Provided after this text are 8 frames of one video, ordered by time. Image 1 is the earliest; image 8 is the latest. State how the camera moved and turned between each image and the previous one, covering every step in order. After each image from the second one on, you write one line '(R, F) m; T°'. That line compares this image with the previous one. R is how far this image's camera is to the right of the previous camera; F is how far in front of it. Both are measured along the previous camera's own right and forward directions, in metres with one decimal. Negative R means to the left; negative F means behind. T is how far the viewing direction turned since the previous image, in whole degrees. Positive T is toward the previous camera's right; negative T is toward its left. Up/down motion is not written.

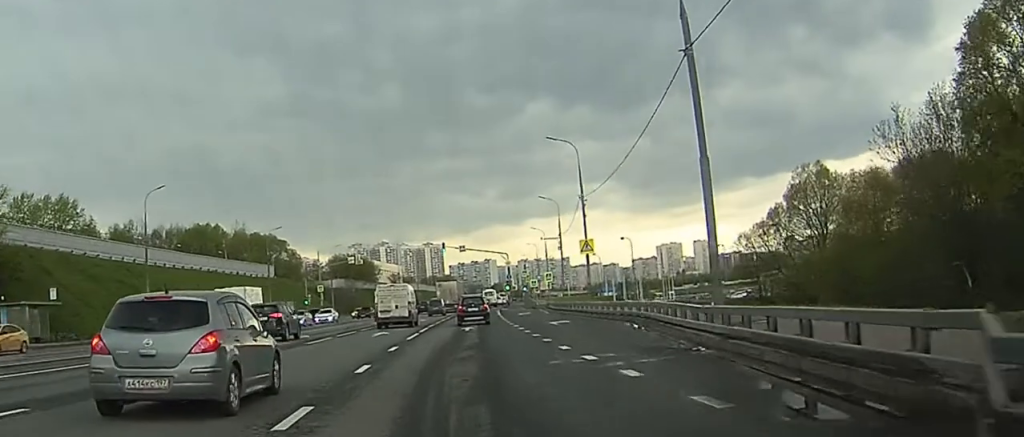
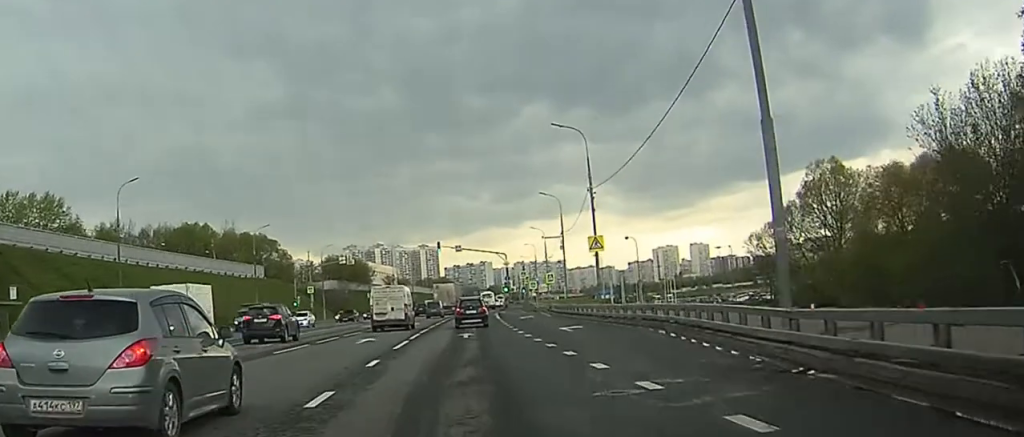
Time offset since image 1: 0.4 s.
(0.0, +5.7) m; 0°
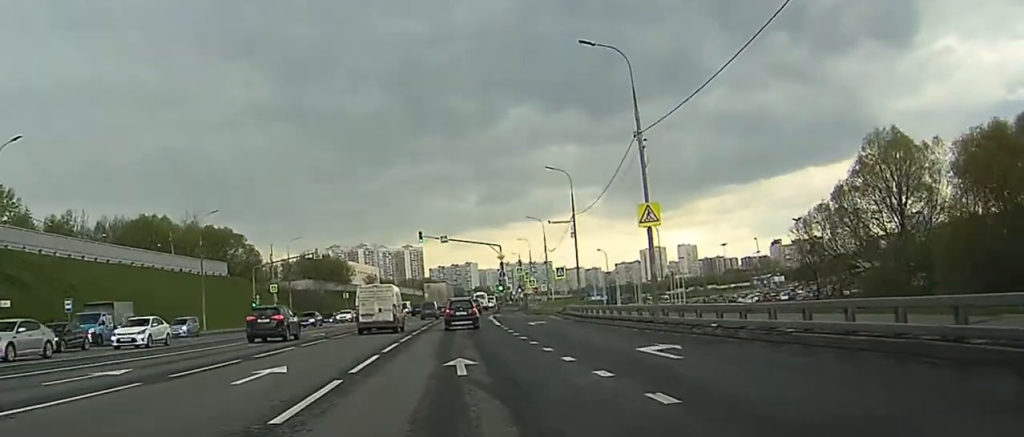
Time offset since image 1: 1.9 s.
(+0.3, +18.7) m; +1°
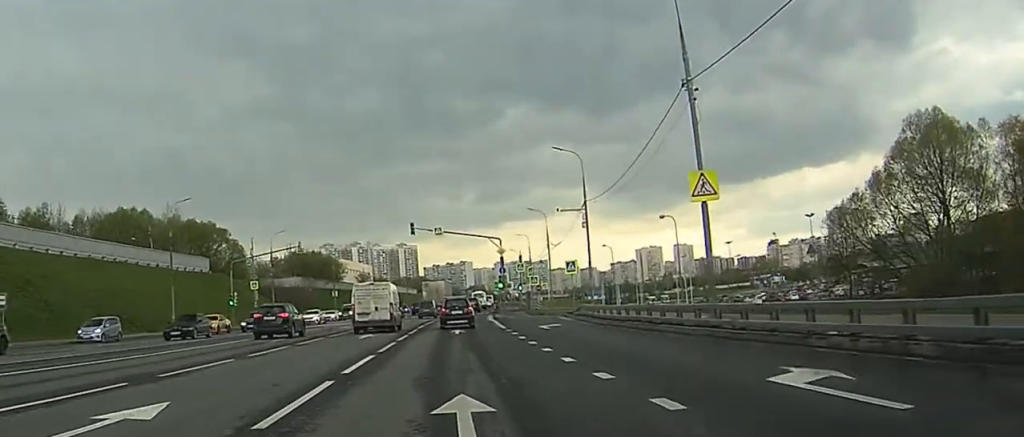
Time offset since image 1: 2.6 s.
(0.0, +9.1) m; +1°
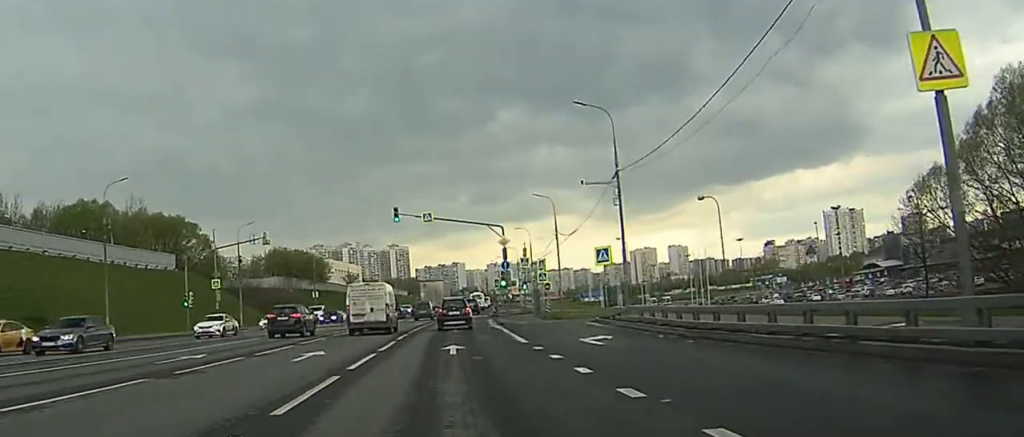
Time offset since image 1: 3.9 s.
(+0.2, +15.1) m; +1°
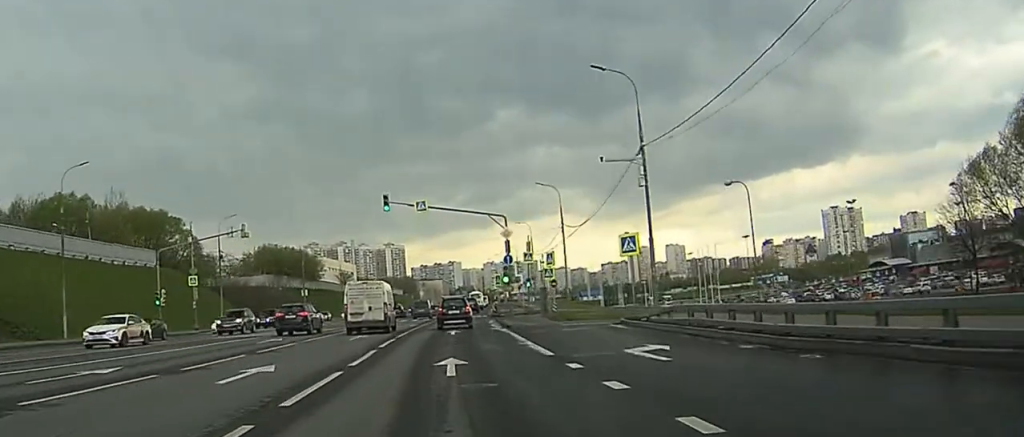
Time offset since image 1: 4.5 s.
(0.0, +7.3) m; 0°
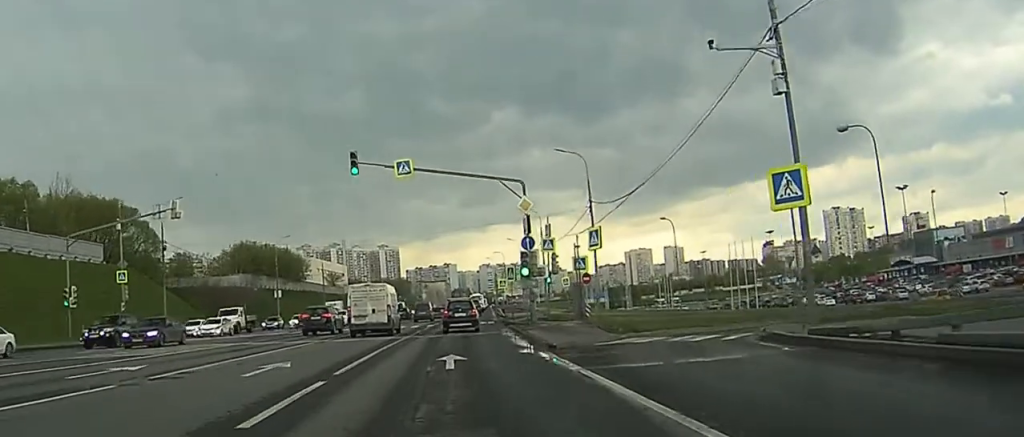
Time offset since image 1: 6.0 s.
(-0.1, +18.3) m; 0°
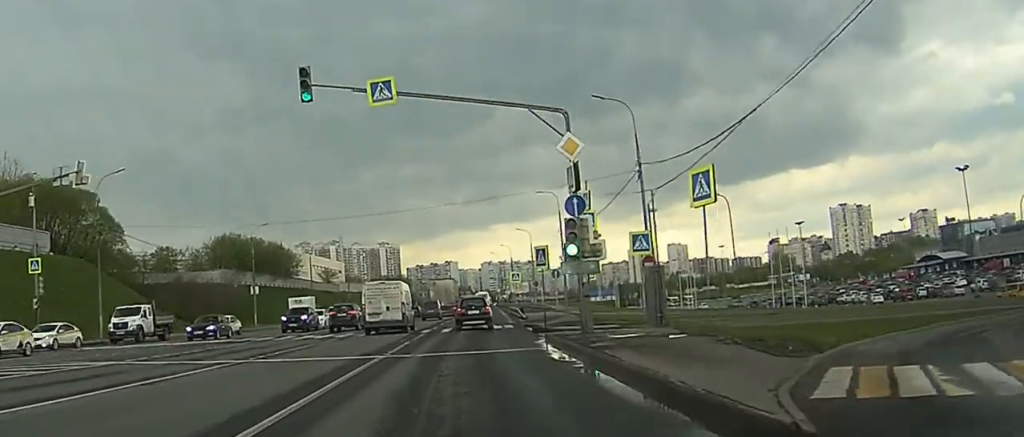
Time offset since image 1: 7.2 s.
(0.0, +15.4) m; 0°
